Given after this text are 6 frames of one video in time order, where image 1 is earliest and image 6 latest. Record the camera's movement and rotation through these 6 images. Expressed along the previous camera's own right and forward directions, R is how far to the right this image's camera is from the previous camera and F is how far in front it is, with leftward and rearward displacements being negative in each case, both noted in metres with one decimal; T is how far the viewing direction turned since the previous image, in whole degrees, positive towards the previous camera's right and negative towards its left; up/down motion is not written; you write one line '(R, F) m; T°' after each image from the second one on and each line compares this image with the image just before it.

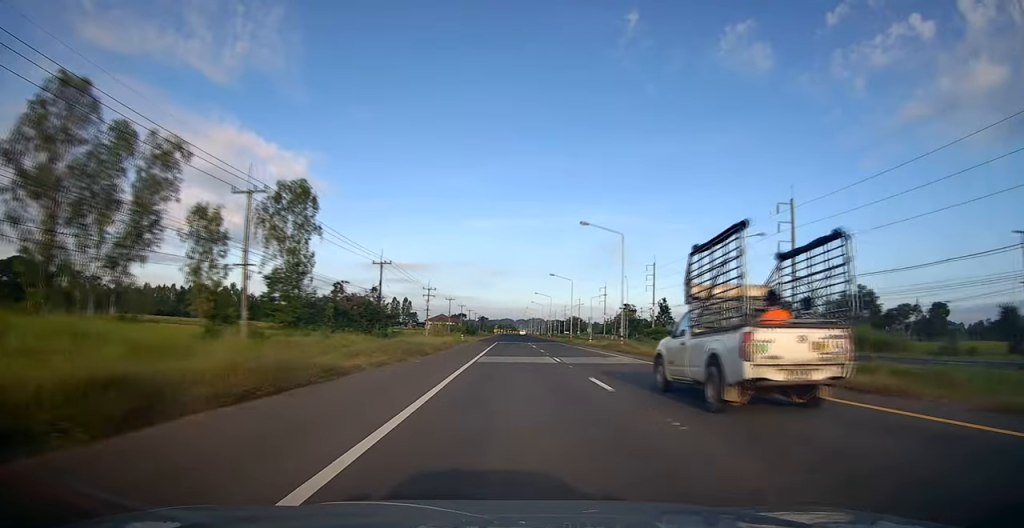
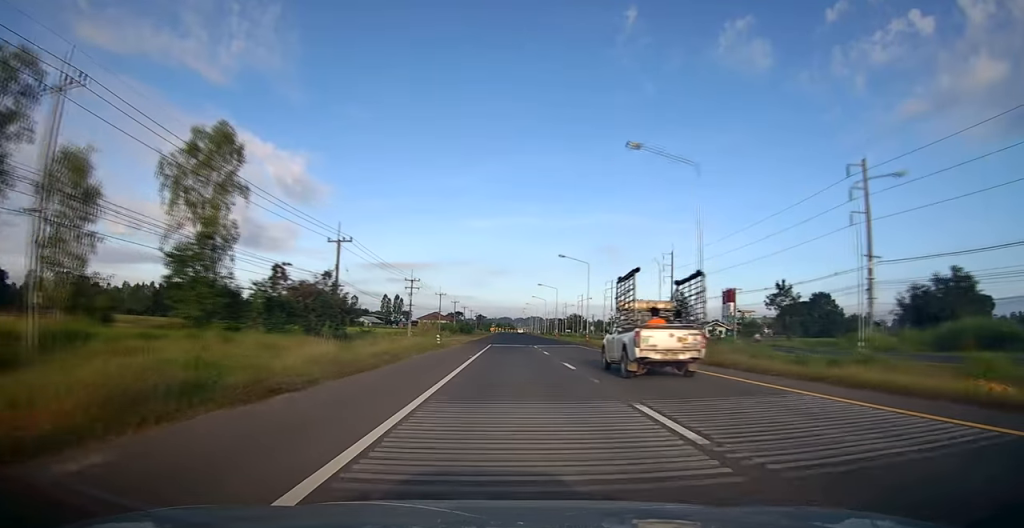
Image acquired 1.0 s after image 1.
(0.0, +18.0) m; 0°
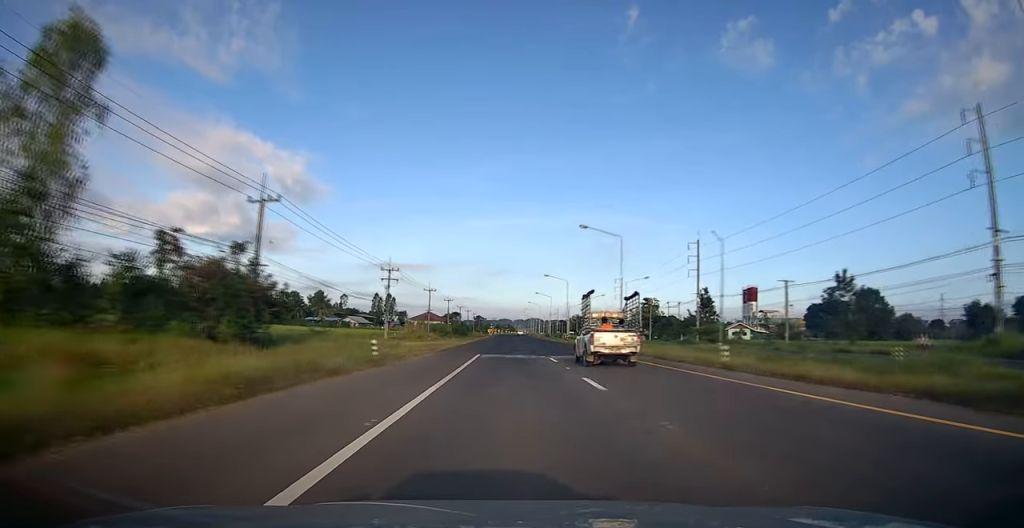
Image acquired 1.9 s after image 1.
(+0.1, +18.0) m; 0°
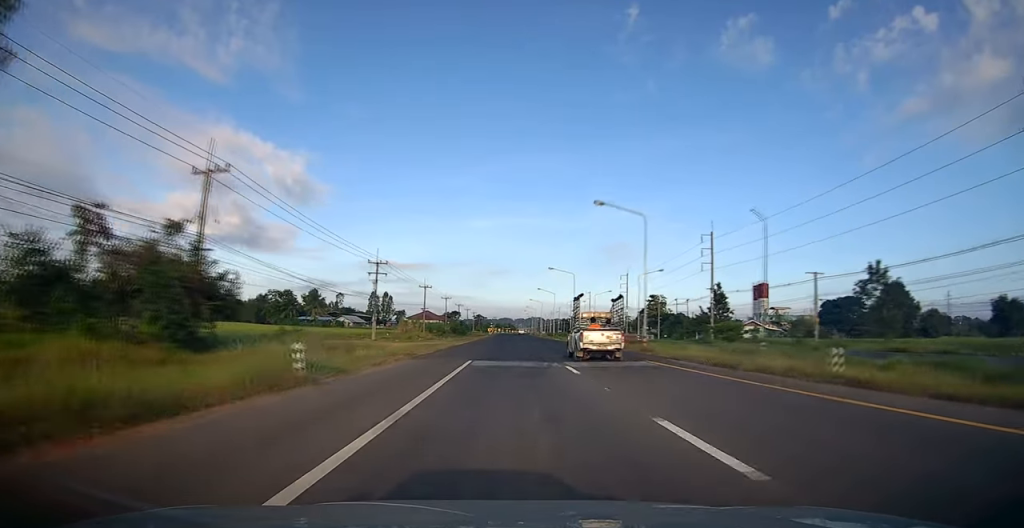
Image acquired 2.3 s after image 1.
(0.0, +7.5) m; 0°
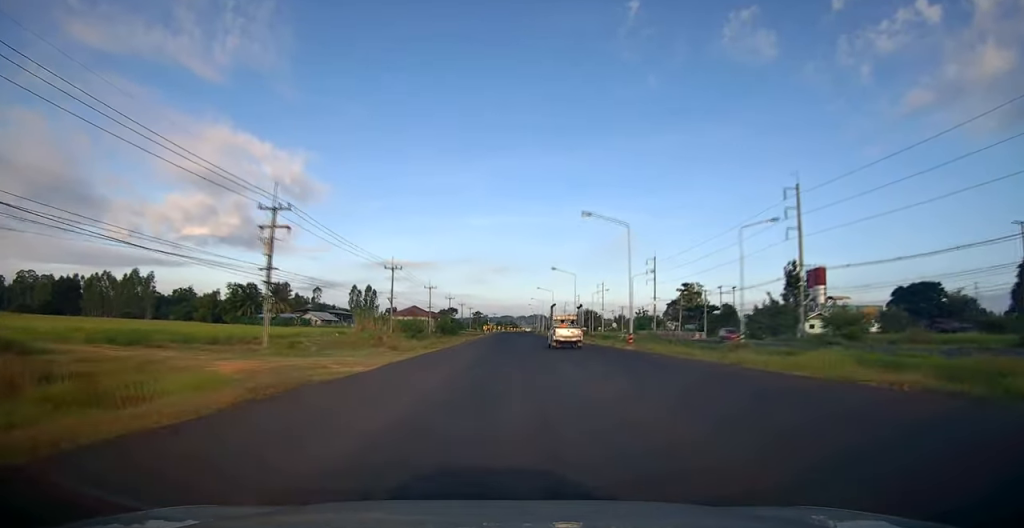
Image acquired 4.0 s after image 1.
(-0.2, +32.1) m; 0°
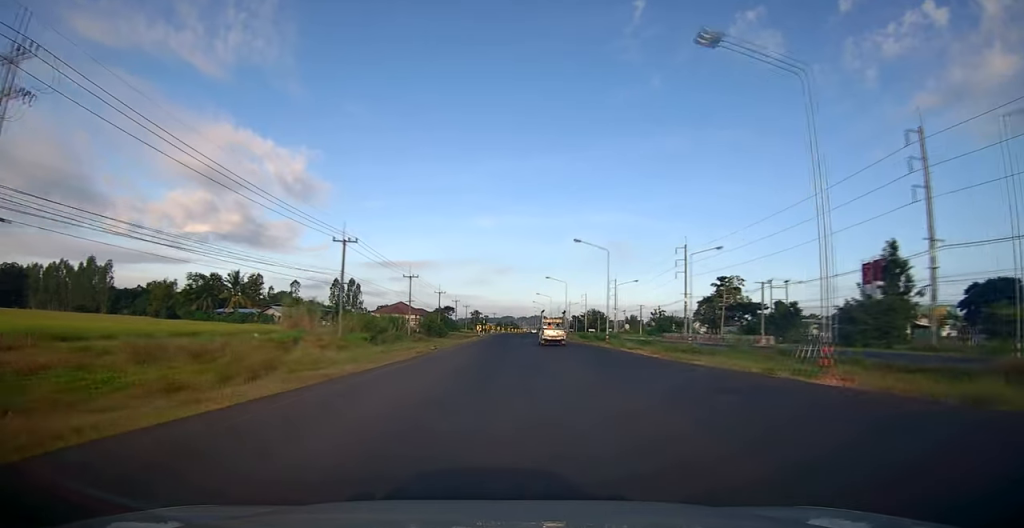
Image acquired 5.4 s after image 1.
(+0.4, +24.2) m; 0°
